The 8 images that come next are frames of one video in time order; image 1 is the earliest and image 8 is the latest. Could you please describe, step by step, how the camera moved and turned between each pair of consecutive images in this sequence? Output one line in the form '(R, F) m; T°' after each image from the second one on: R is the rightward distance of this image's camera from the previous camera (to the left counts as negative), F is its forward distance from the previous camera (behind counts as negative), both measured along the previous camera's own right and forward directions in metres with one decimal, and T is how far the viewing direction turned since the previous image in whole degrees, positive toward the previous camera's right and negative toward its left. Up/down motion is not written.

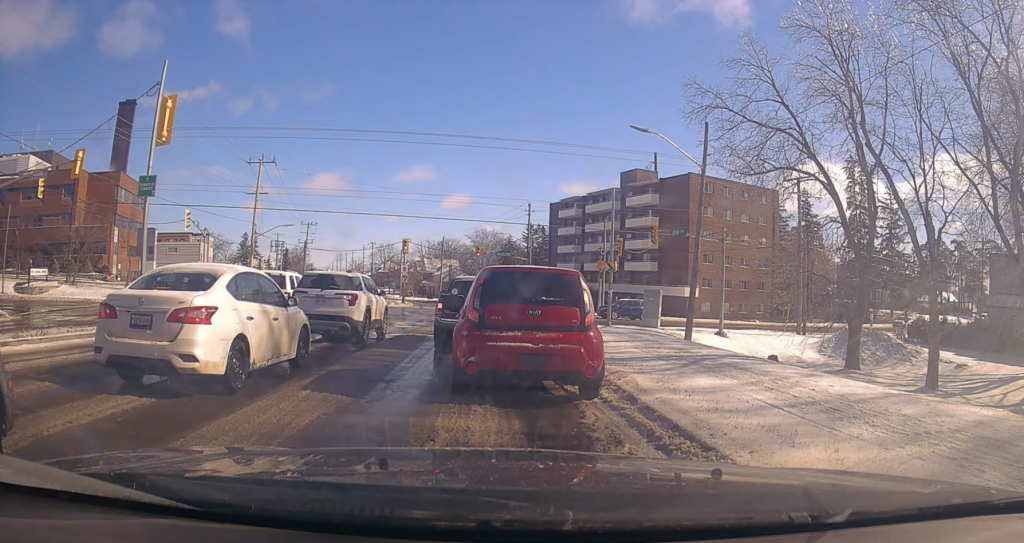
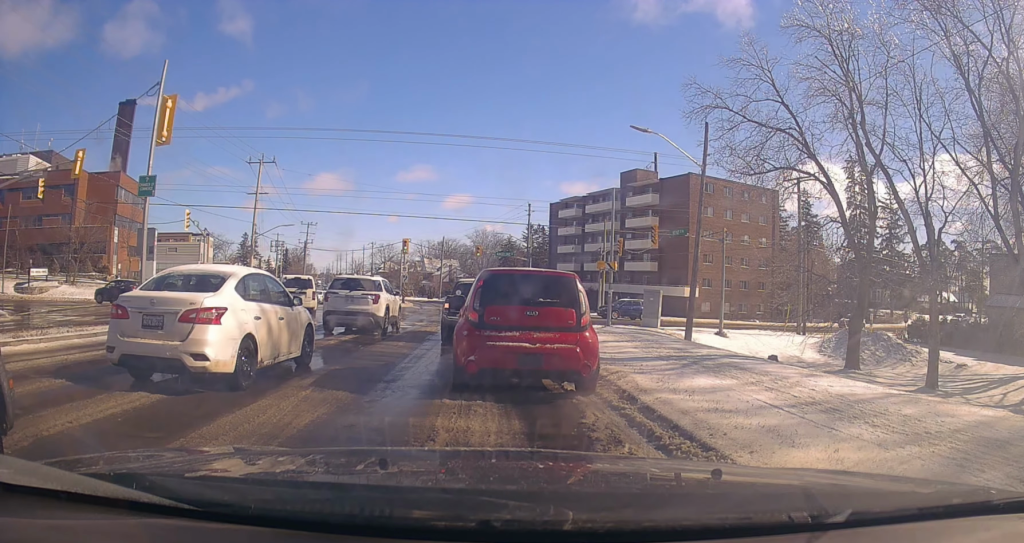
(0.0, 0.0) m; 0°
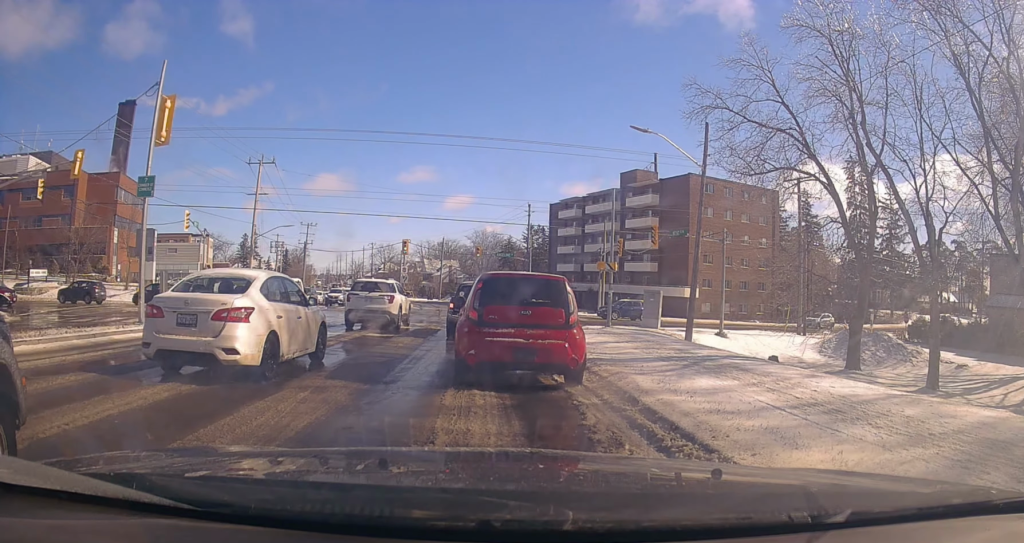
(0.0, 0.0) m; 0°
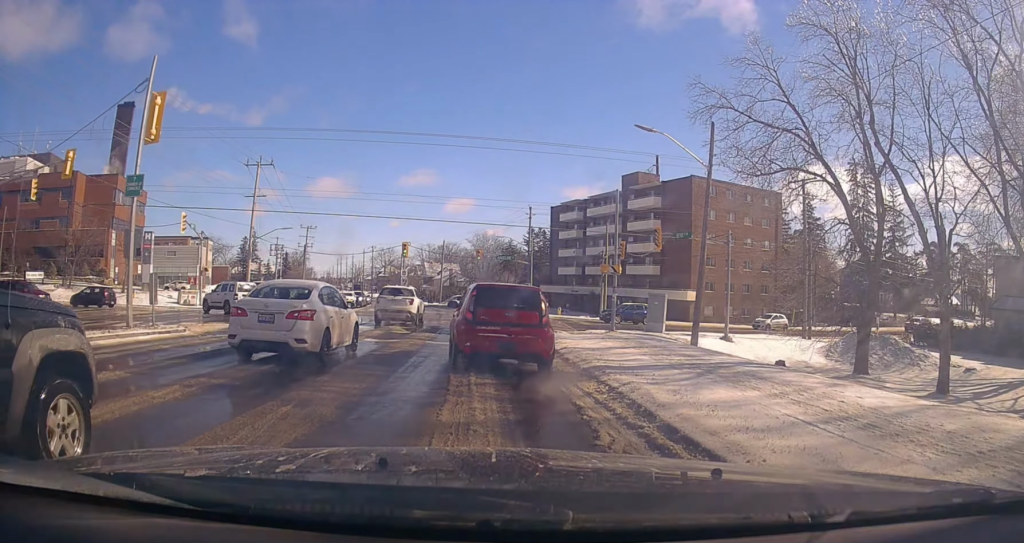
(0.0, +0.7) m; 0°
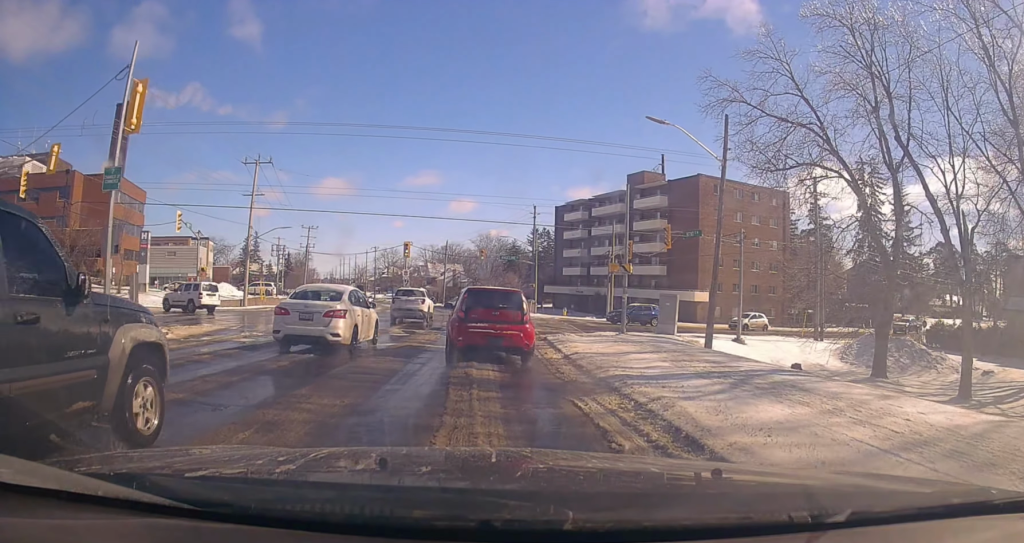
(0.0, +1.1) m; 0°
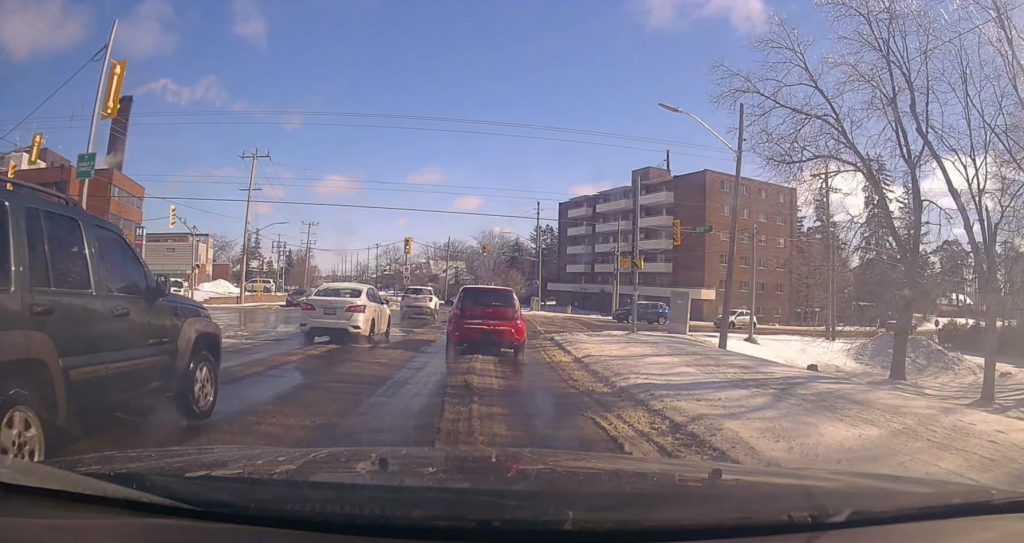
(0.0, +1.1) m; 0°
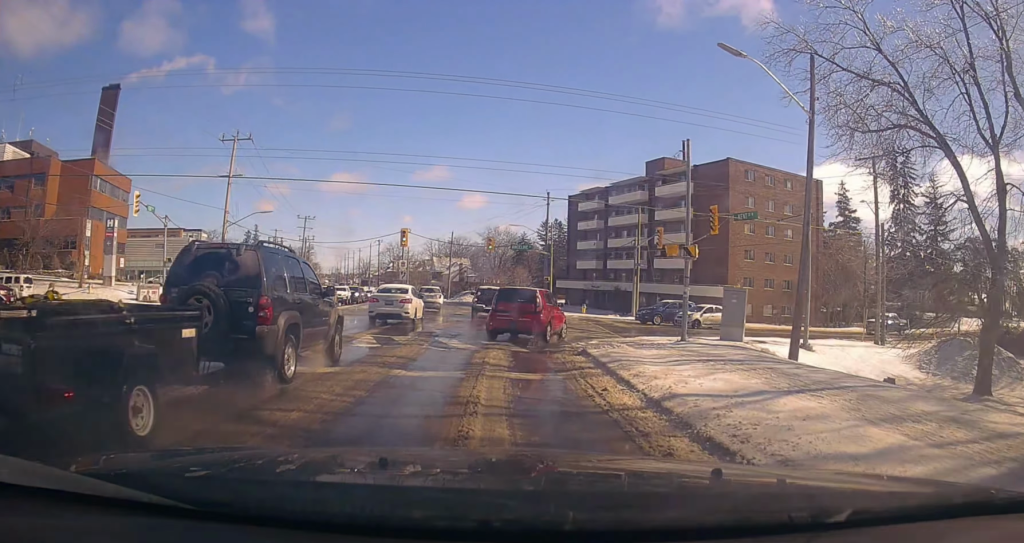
(0.0, +5.4) m; 0°
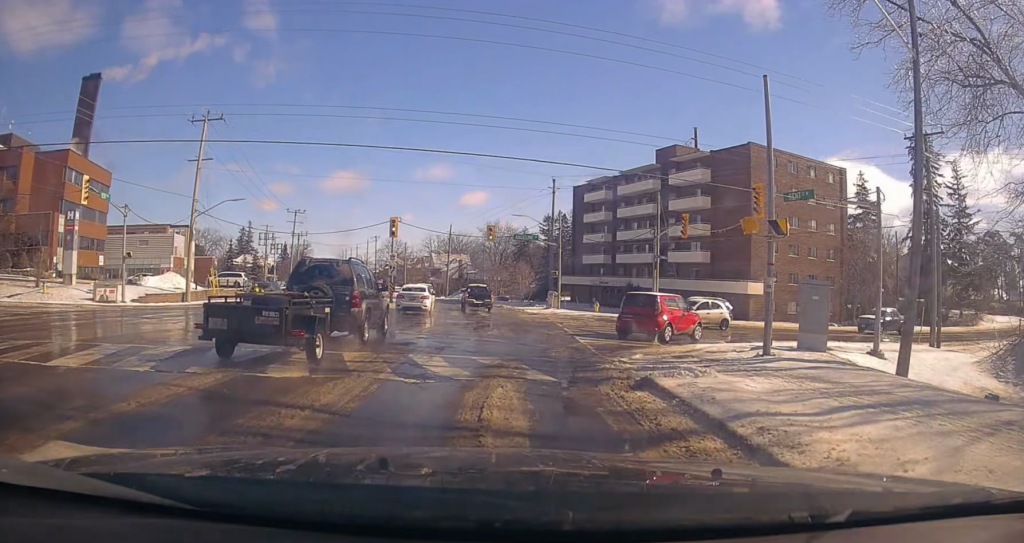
(0.0, +5.6) m; 0°
